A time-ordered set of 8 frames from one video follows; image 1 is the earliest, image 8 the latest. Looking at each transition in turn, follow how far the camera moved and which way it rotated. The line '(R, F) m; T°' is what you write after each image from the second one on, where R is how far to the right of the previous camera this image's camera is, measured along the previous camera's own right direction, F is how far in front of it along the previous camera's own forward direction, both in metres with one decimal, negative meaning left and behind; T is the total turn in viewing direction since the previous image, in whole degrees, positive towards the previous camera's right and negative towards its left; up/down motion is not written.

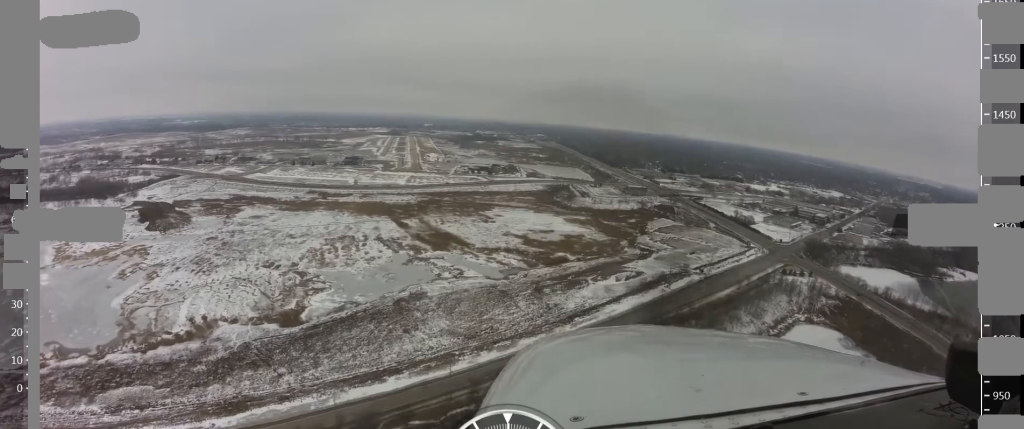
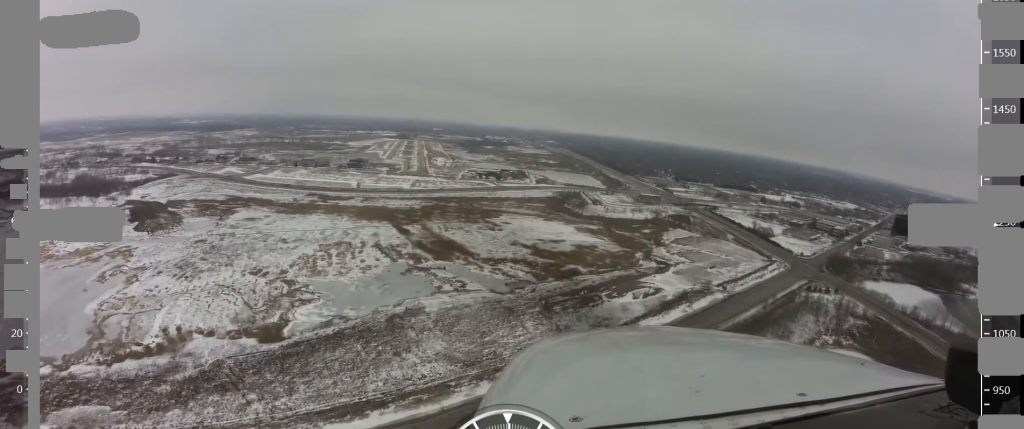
(-0.2, +30.8) m; -3°
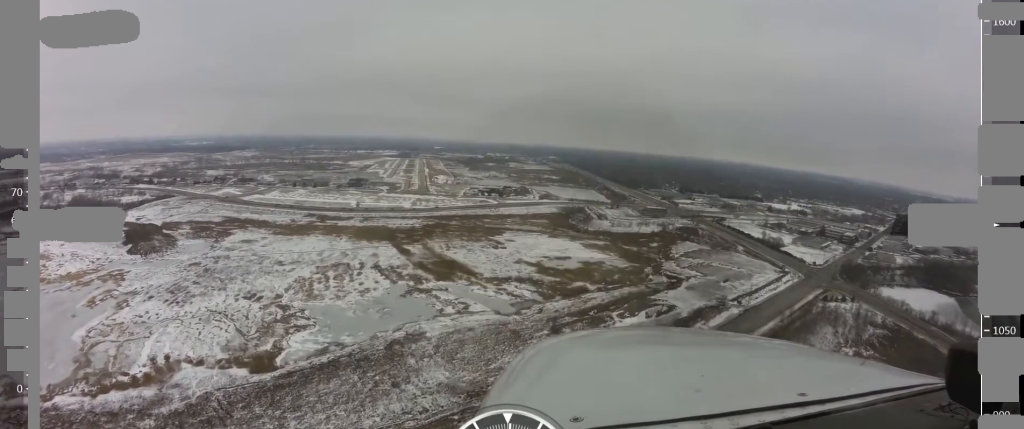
(-0.8, +15.9) m; -2°
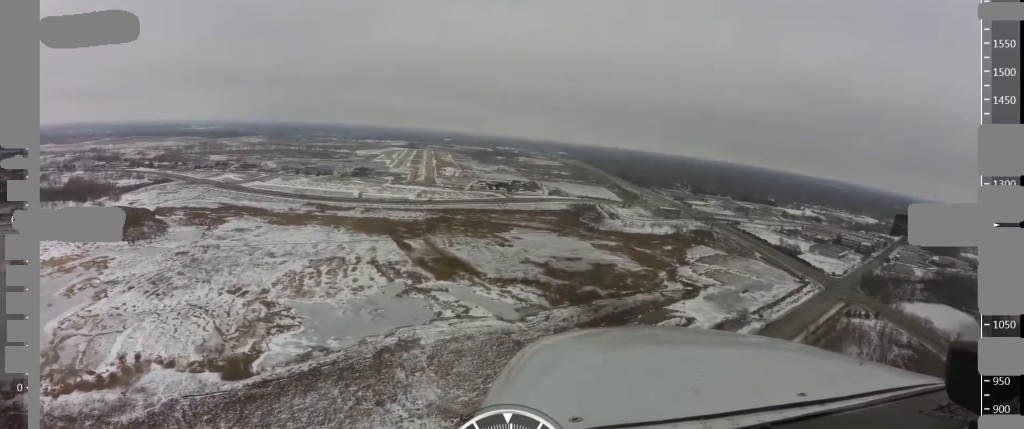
(-0.5, +26.8) m; -1°
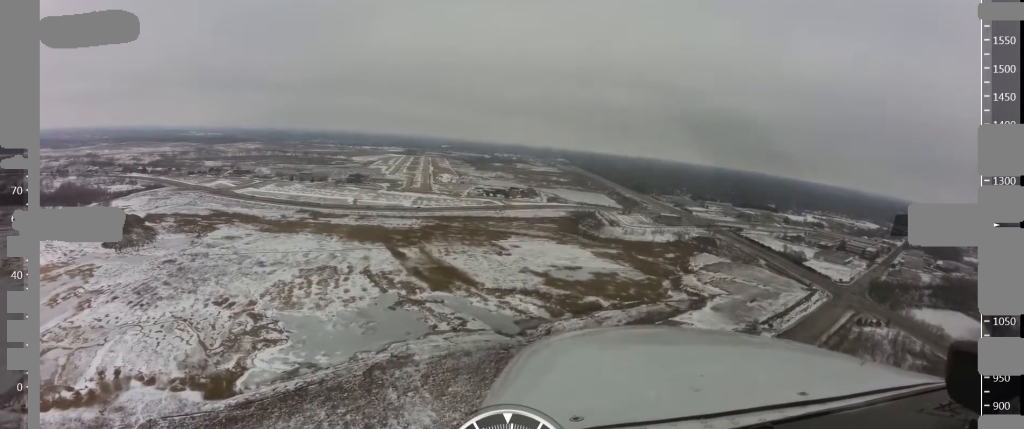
(0.0, +14.9) m; 0°
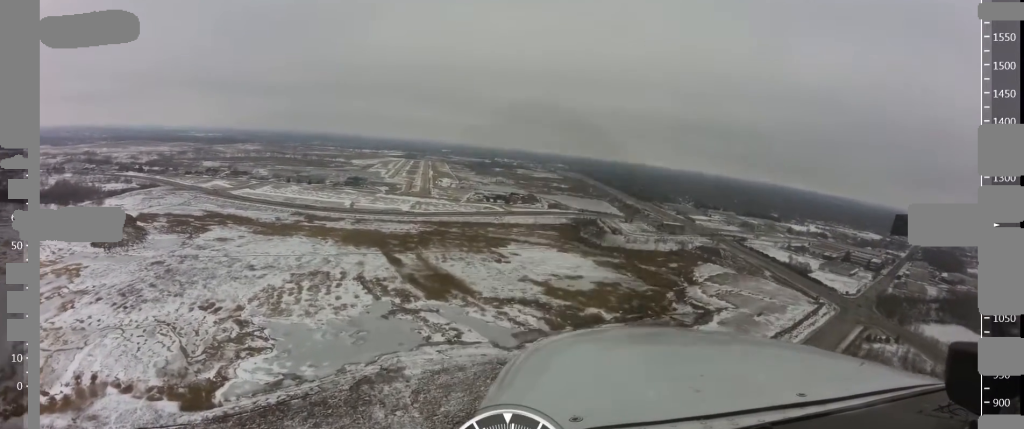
(0.0, +13.8) m; 0°
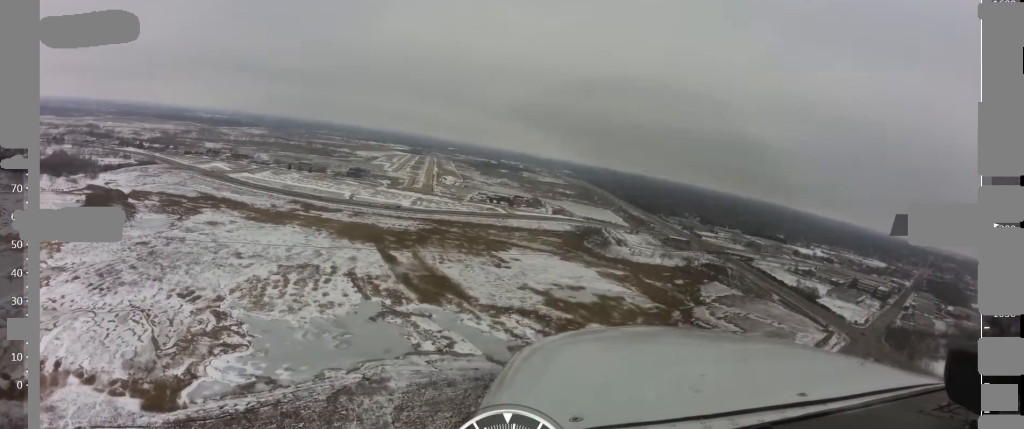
(0.0, +19.6) m; 0°
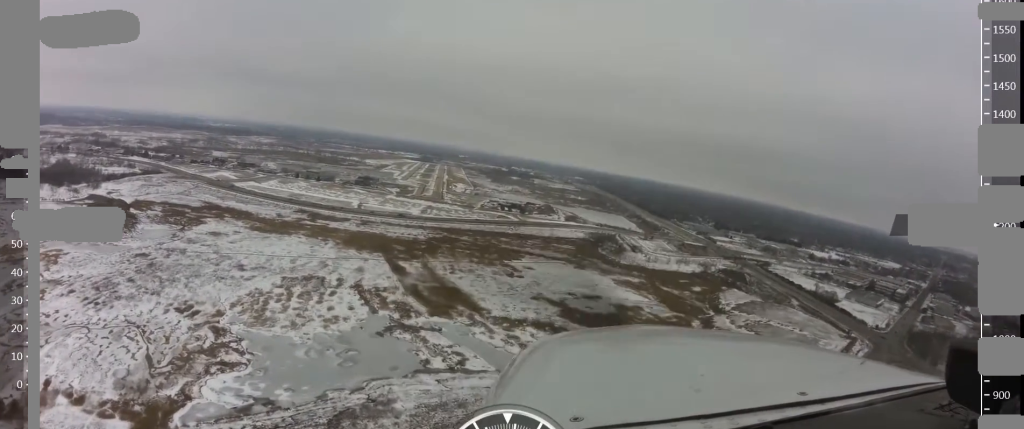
(0.0, +13.5) m; 0°
